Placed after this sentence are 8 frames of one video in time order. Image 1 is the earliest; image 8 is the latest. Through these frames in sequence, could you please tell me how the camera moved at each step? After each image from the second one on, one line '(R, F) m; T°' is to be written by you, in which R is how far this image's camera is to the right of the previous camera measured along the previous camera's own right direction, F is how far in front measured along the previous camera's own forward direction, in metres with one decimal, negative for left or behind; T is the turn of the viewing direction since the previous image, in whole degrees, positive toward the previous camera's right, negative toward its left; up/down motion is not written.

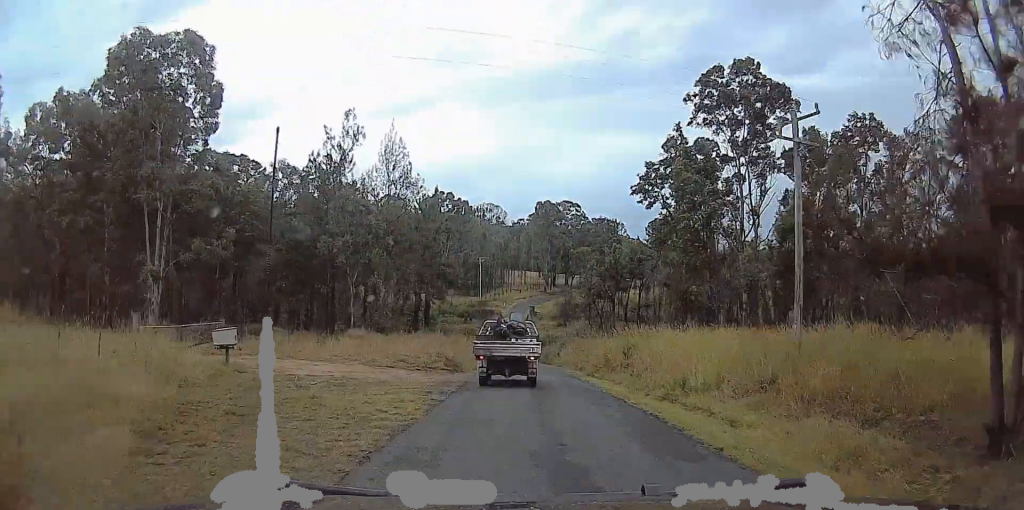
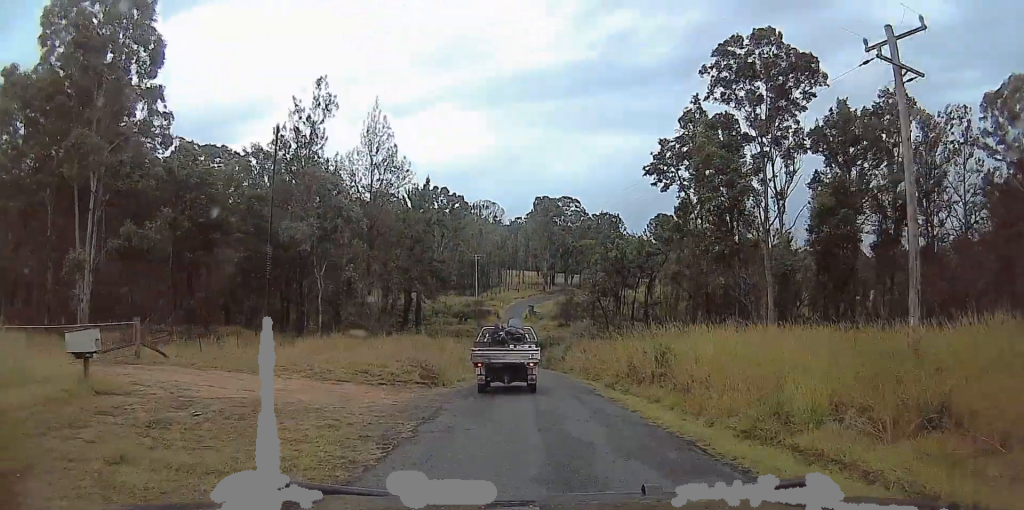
(0.0, +7.3) m; 0°
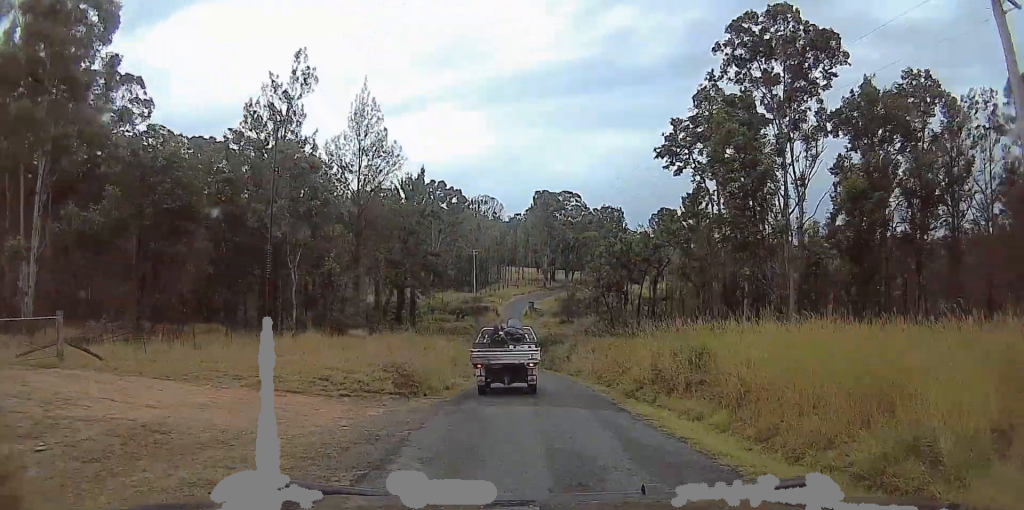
(0.0, +4.6) m; +3°
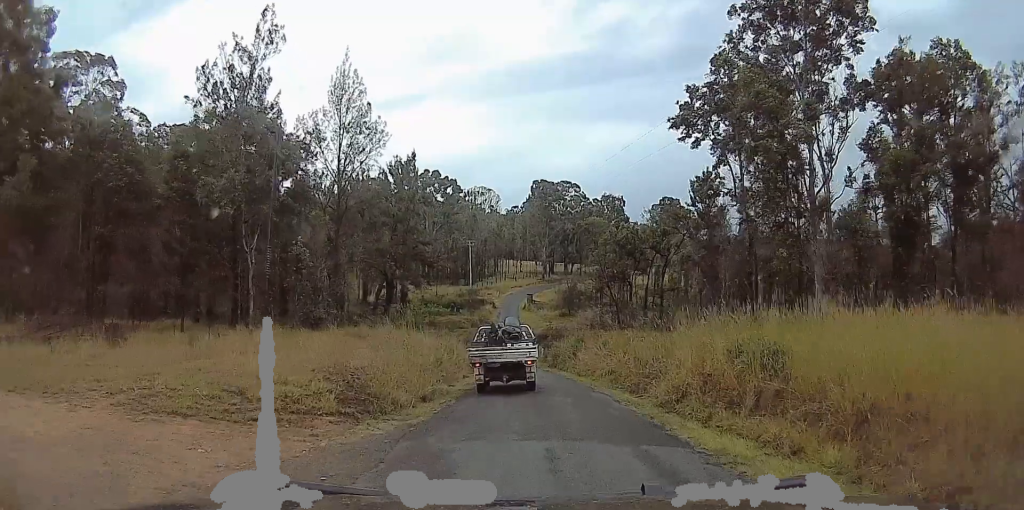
(-0.3, +5.7) m; +3°
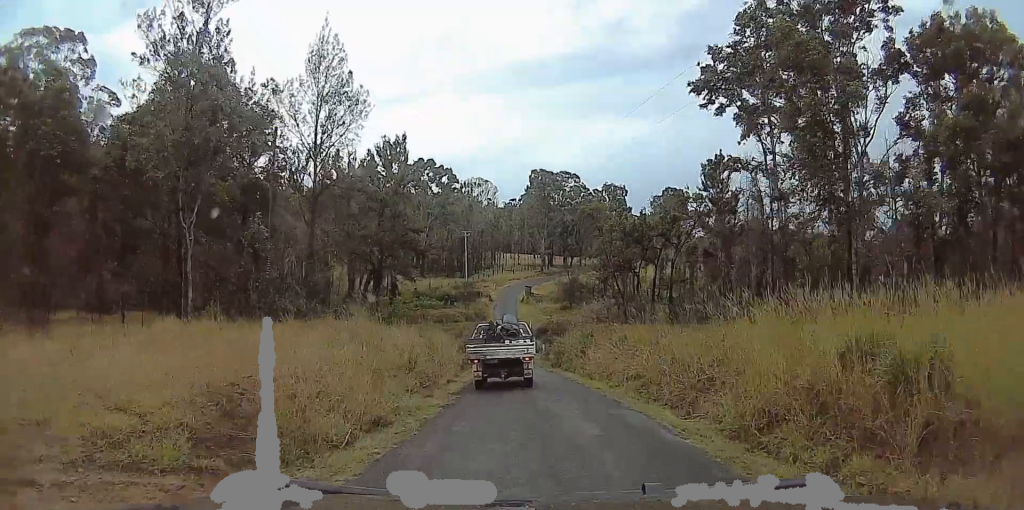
(+0.5, +4.5) m; -1°
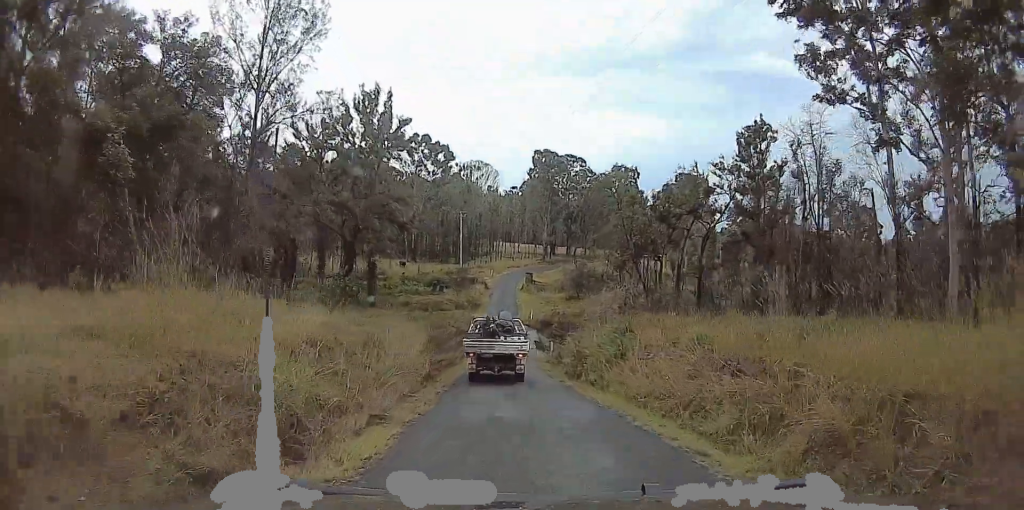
(-0.3, +10.9) m; -6°
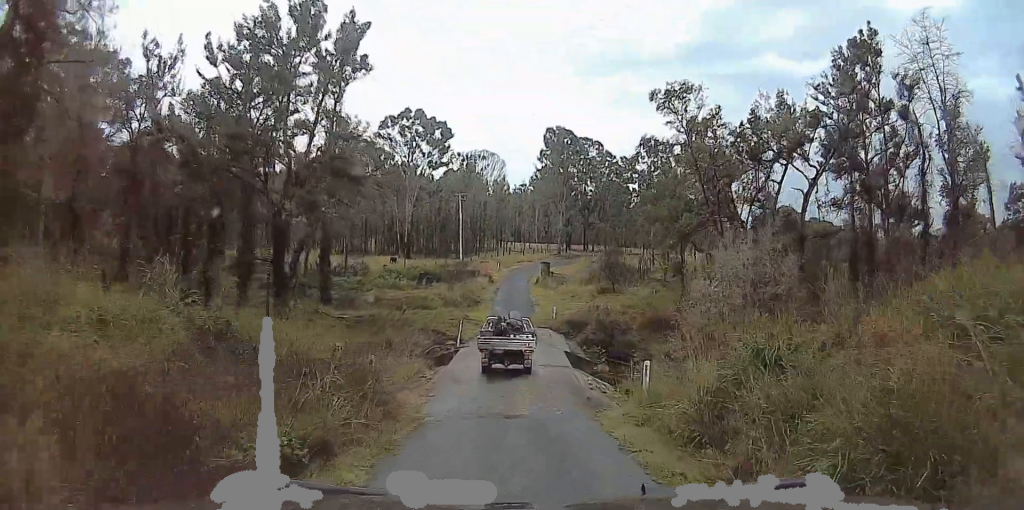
(-1.4, +23.5) m; -3°
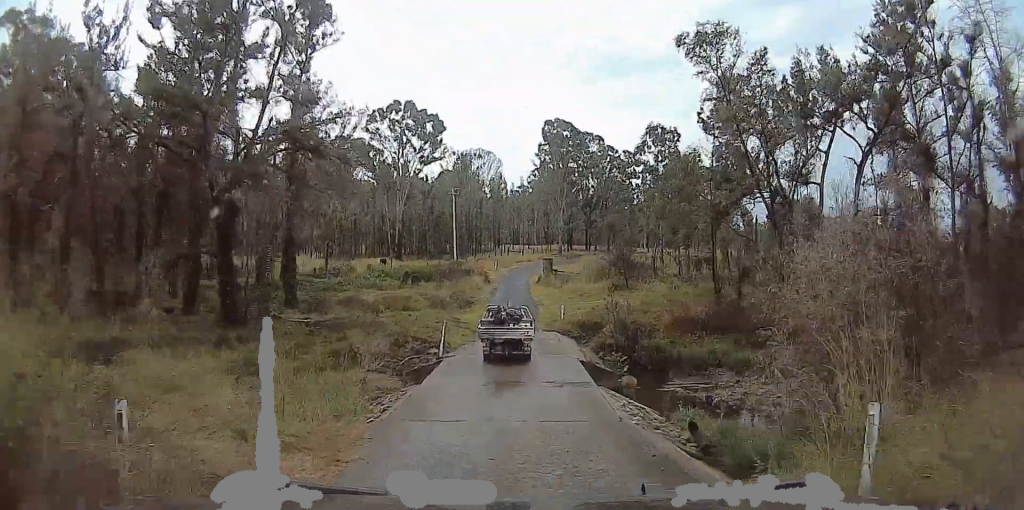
(0.0, +8.4) m; +2°
